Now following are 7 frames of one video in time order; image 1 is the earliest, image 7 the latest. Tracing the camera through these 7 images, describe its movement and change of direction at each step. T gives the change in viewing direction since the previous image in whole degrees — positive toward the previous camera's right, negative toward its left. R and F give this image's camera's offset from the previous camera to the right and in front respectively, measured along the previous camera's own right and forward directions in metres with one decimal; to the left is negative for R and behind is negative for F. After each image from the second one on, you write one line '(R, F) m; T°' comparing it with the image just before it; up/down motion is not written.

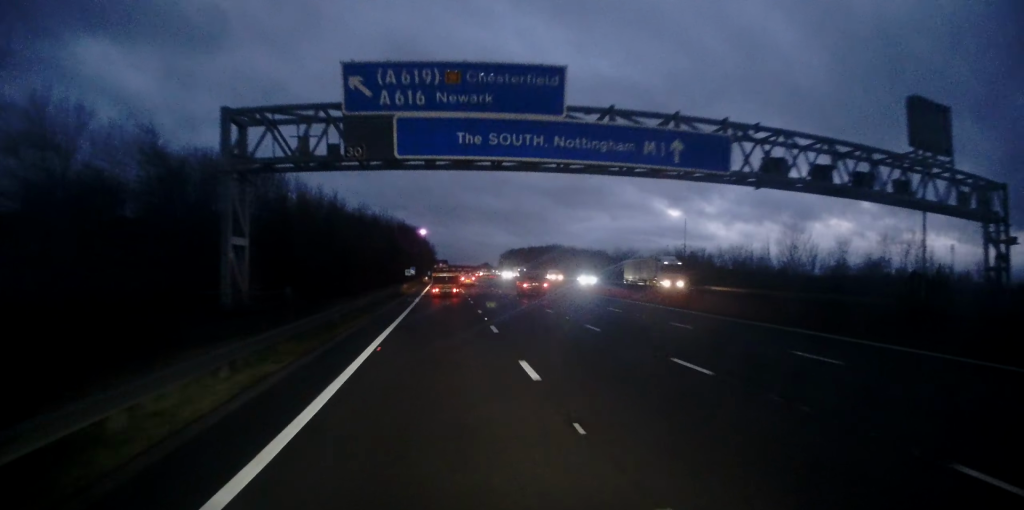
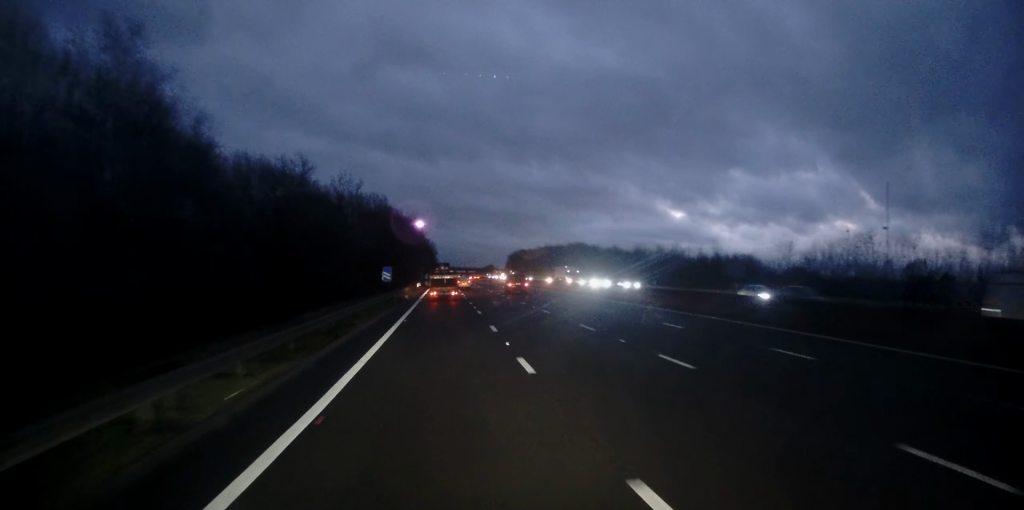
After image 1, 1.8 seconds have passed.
(0.0, +43.3) m; 0°
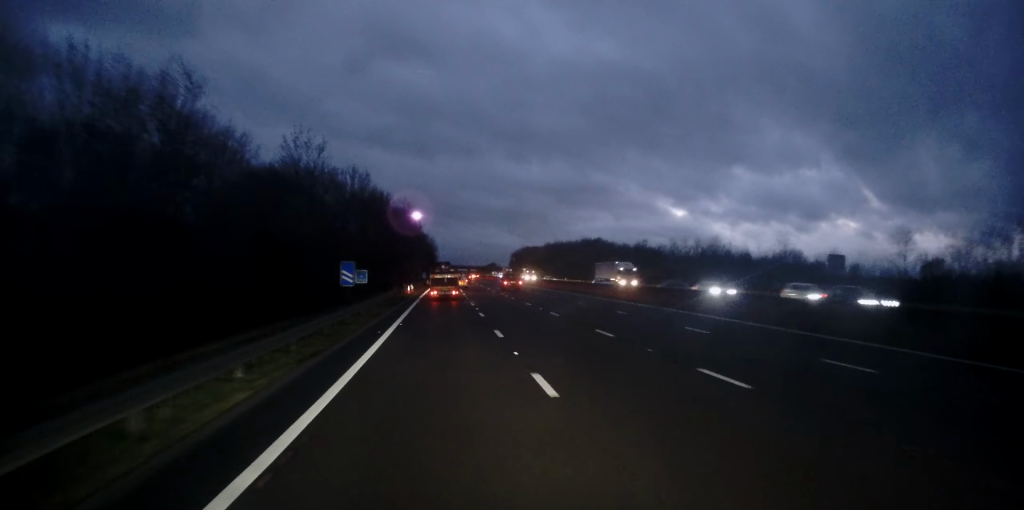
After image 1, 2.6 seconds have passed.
(+0.1, +20.3) m; 0°
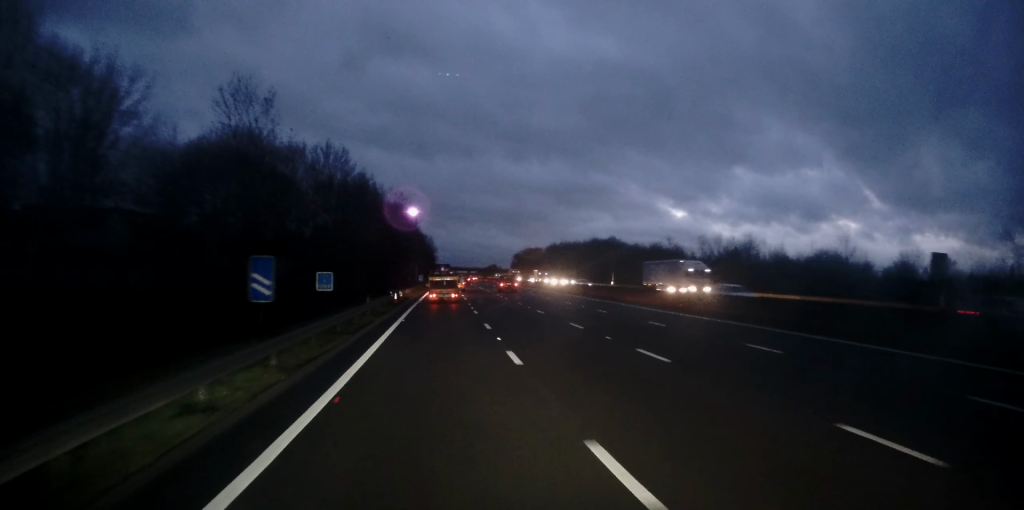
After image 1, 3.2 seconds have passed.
(0.0, +13.8) m; 0°
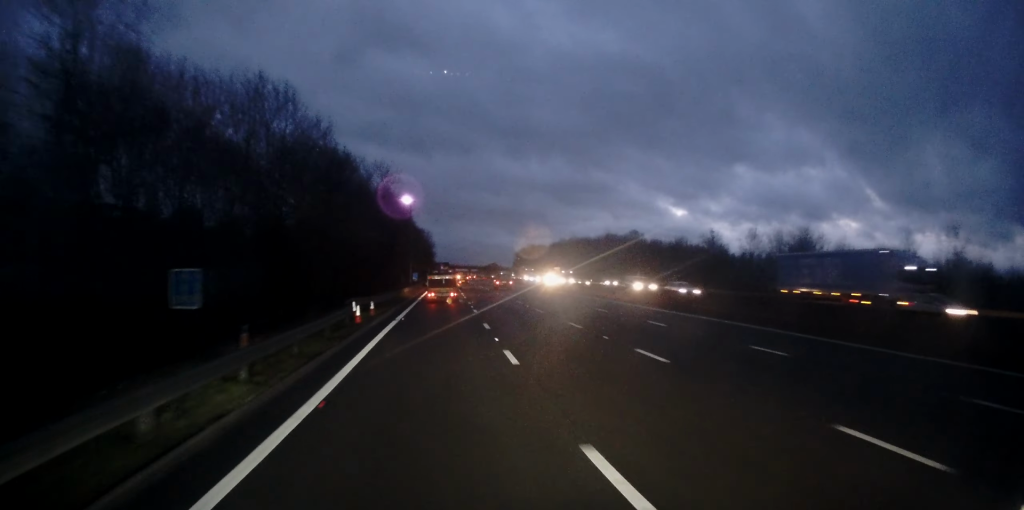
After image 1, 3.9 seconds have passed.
(0.0, +17.9) m; 0°
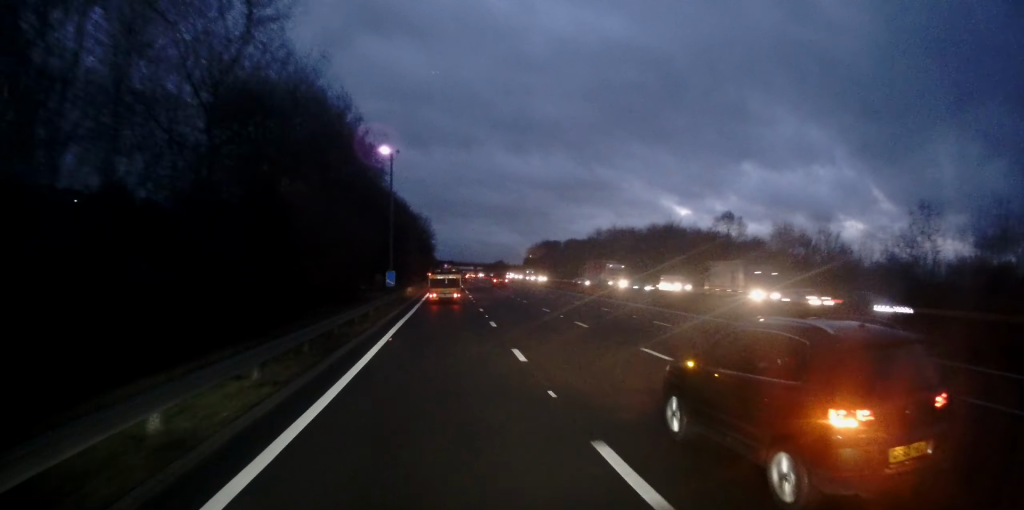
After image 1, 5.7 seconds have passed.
(0.0, +44.1) m; 0°
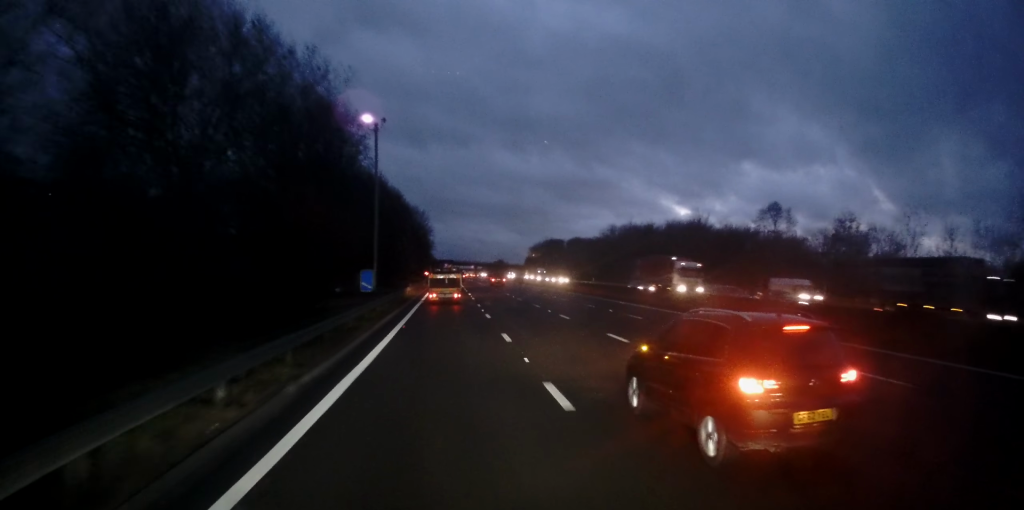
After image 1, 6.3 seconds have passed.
(0.0, +14.0) m; 0°
